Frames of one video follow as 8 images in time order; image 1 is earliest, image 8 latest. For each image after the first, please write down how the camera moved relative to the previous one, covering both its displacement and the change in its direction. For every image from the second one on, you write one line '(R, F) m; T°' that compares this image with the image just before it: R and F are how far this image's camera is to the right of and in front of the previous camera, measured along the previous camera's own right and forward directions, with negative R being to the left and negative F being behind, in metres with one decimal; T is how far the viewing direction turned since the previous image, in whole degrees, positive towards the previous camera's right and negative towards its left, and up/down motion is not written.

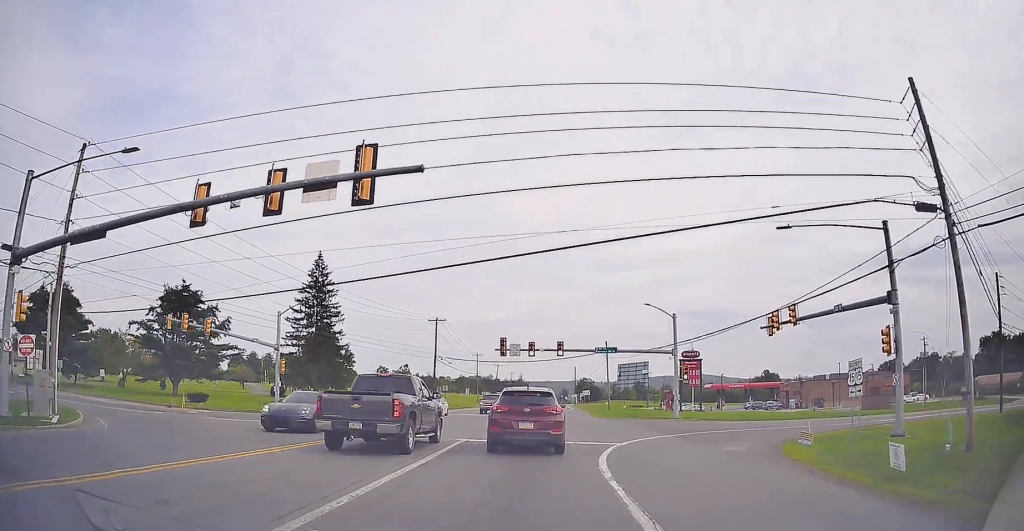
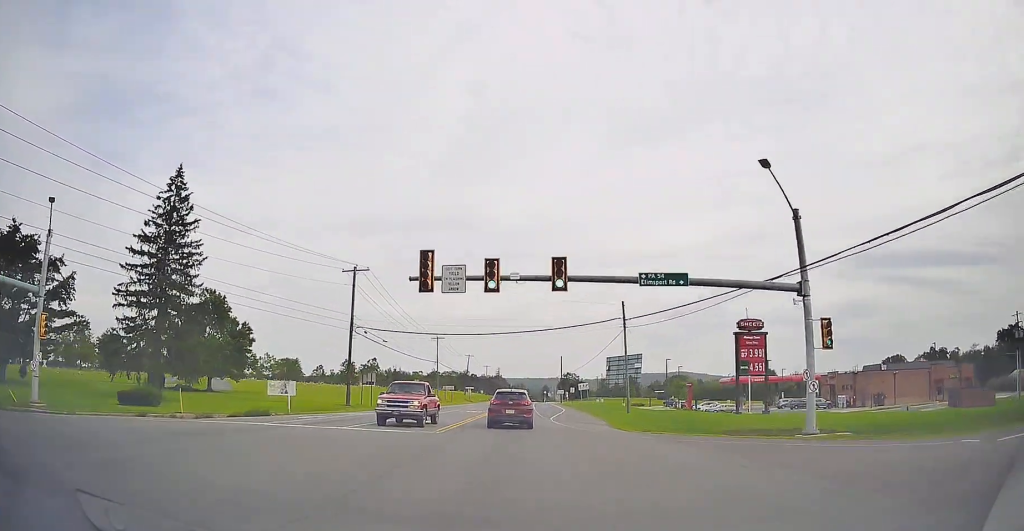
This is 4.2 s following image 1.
(+0.1, +32.3) m; 0°
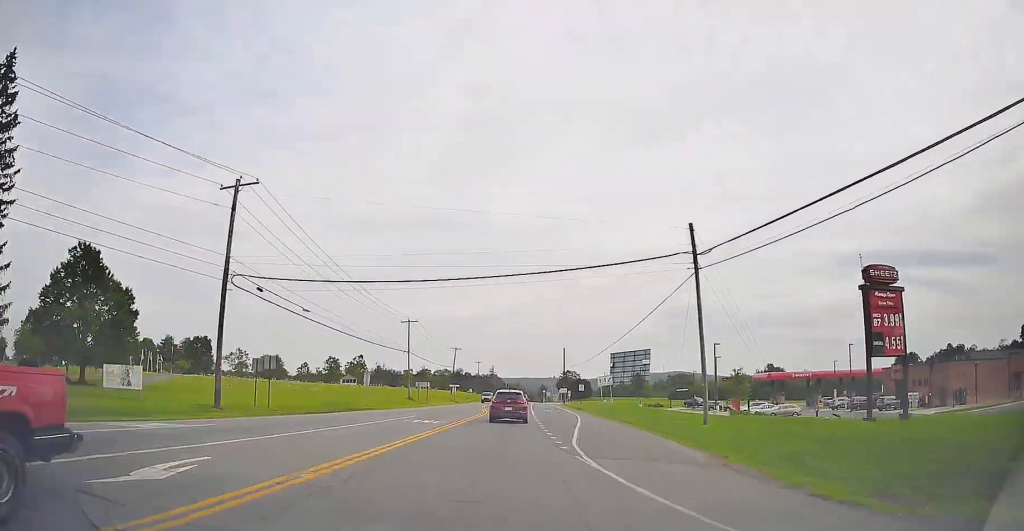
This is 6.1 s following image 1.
(+0.1, +22.3) m; 0°
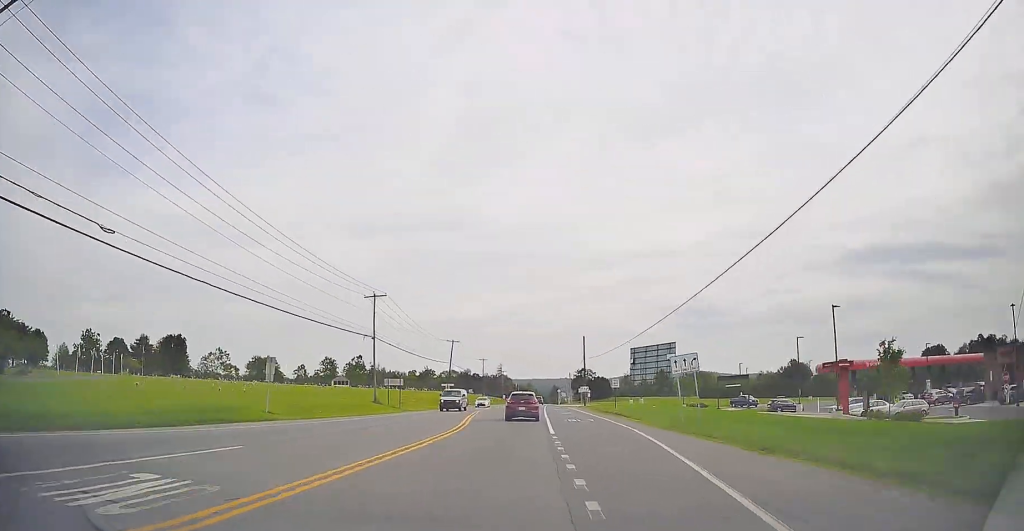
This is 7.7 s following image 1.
(0.0, +21.6) m; 0°
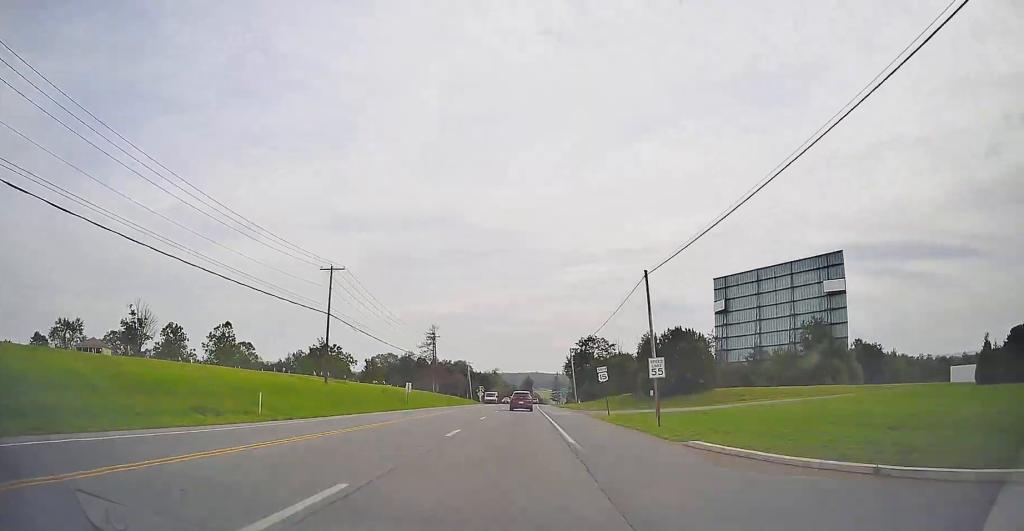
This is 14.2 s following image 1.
(+2.8, +114.0) m; +3°
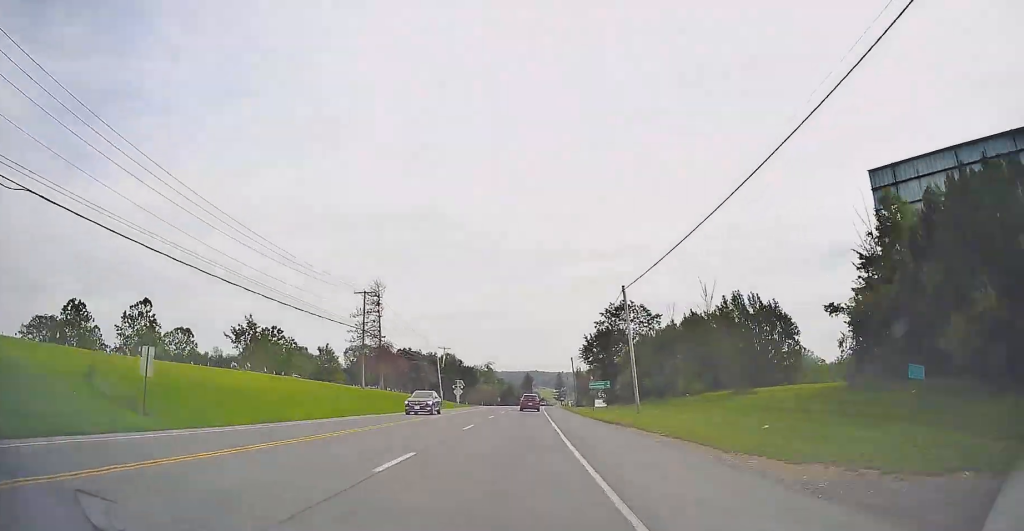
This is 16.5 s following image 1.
(+0.1, +47.4) m; +1°
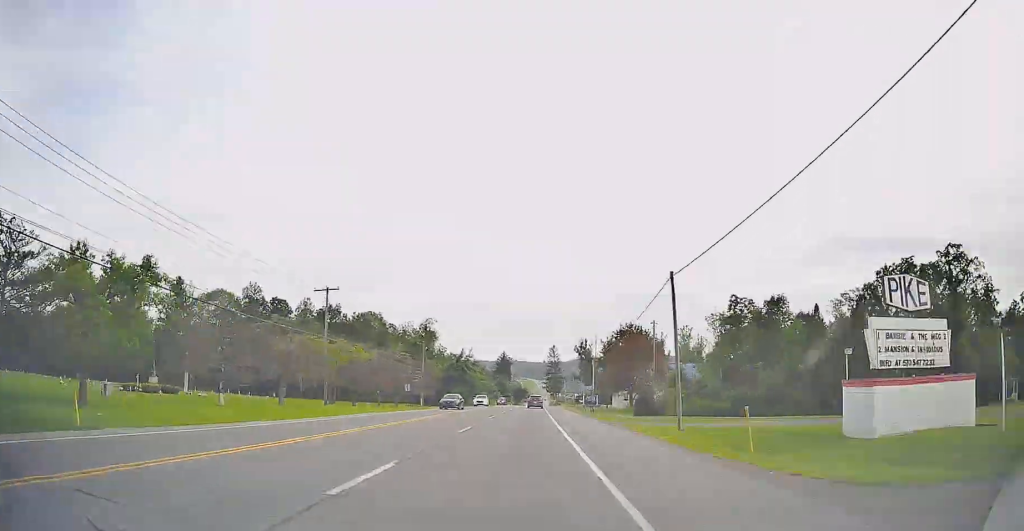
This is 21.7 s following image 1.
(+1.5, +118.3) m; +2°
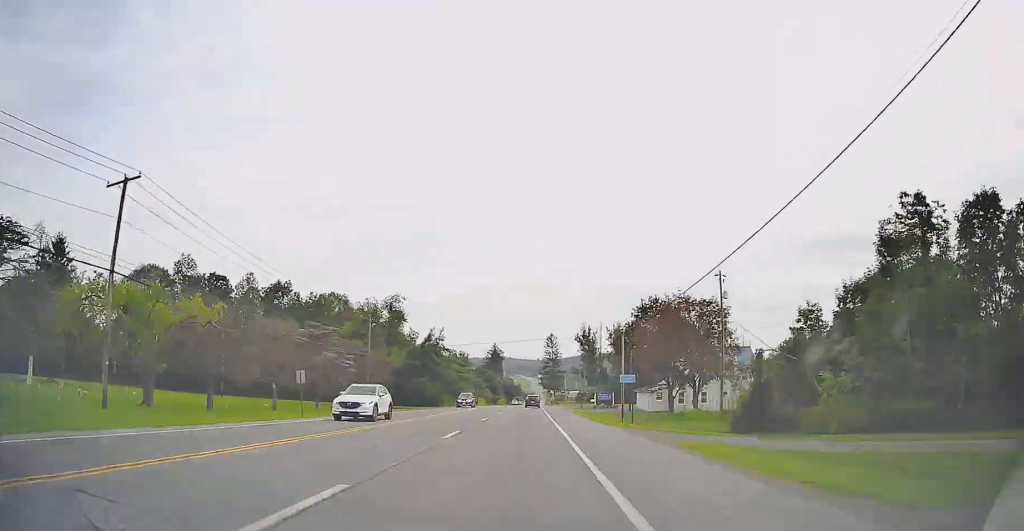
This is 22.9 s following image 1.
(+0.3, +29.9) m; +1°
